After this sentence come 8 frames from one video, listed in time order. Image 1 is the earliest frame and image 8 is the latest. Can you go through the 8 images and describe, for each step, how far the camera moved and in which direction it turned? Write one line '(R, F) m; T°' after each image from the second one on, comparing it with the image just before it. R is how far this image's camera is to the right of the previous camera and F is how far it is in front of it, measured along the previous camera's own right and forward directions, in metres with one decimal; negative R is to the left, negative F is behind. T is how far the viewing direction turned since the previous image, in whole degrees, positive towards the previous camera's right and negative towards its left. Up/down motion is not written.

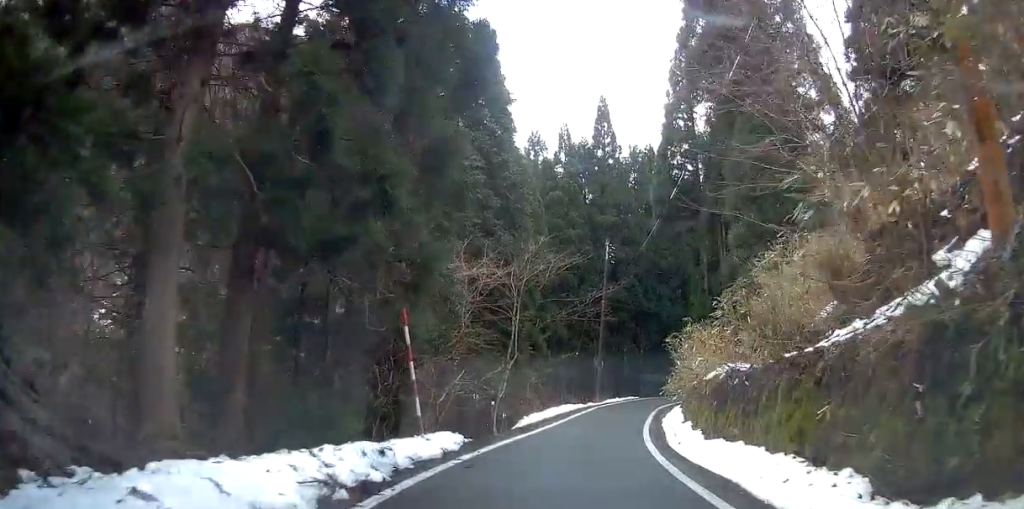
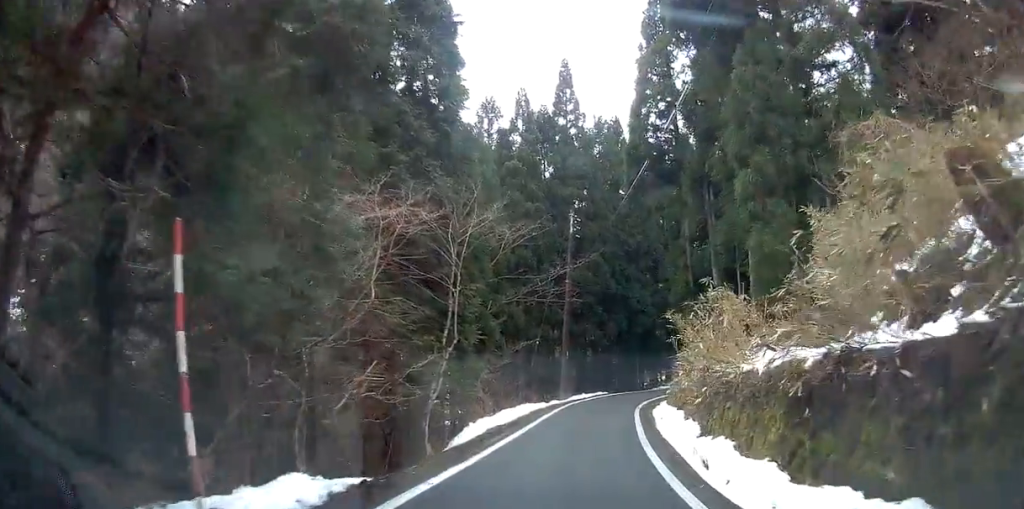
(0.0, +5.6) m; +6°
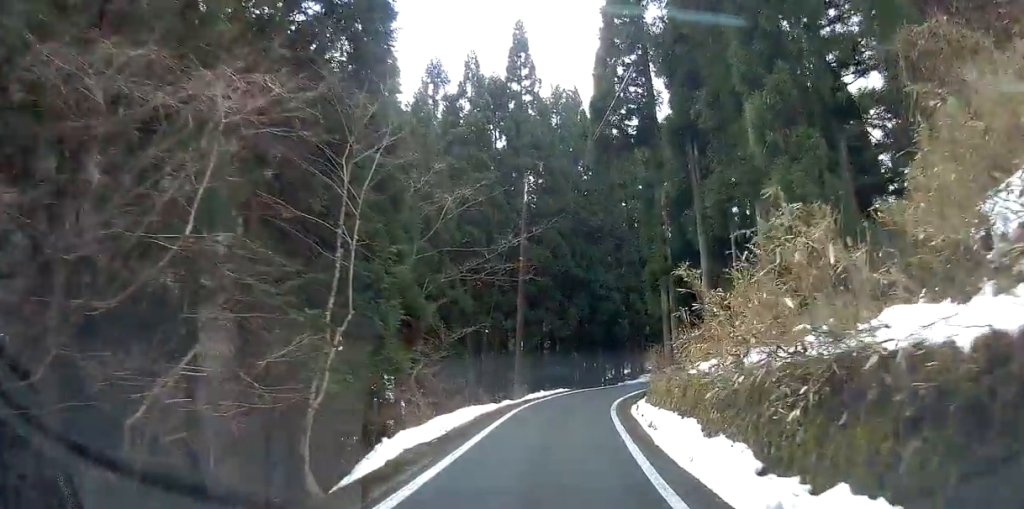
(+0.6, +4.9) m; +3°
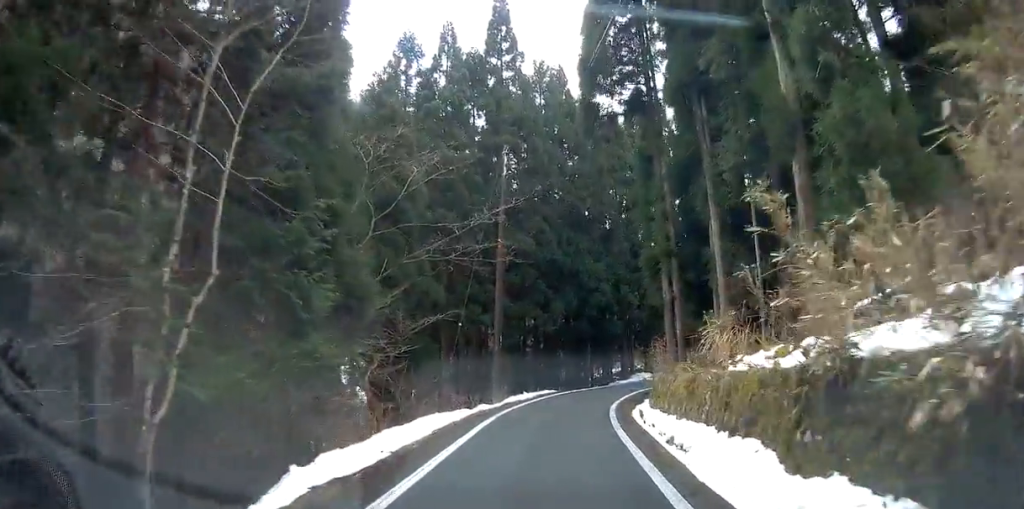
(0.0, +3.7) m; 0°
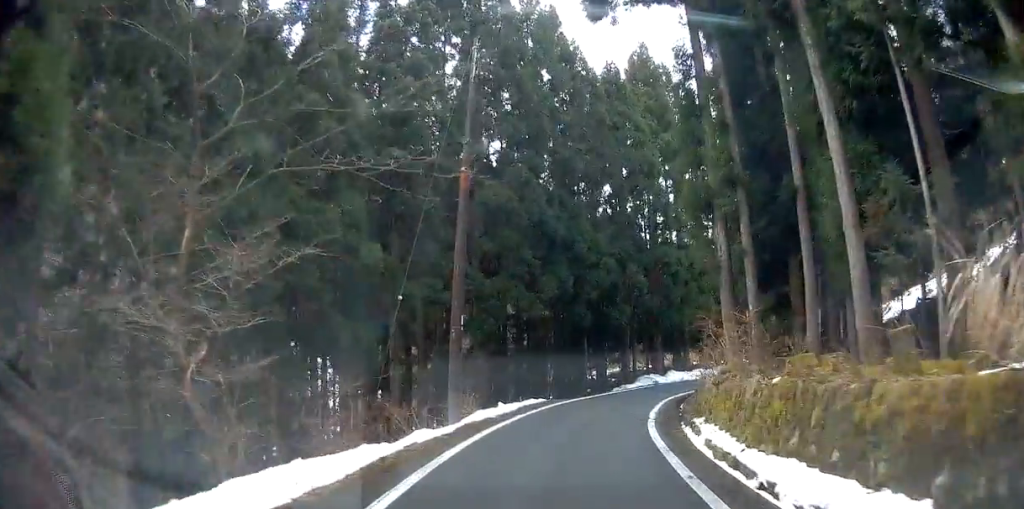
(-0.2, +9.0) m; +2°
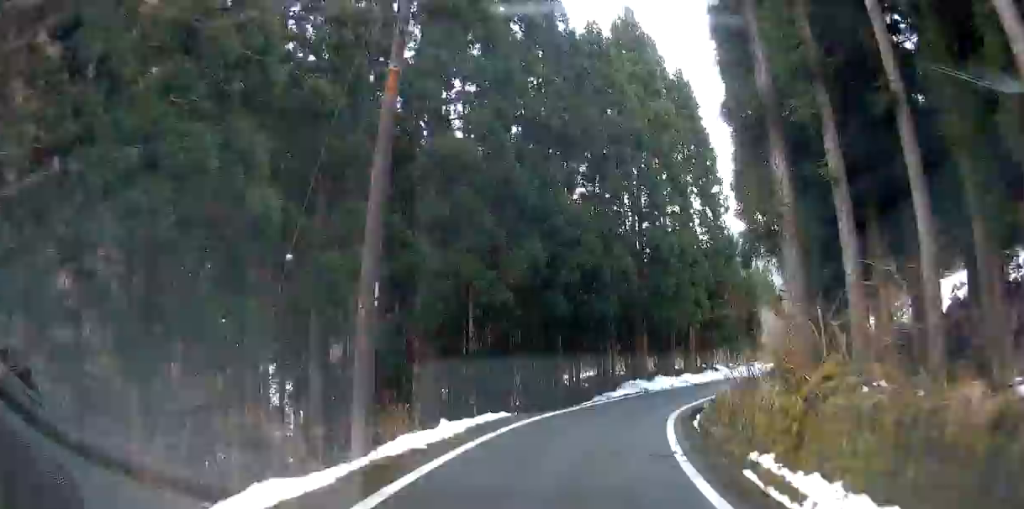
(+0.1, +6.3) m; +5°
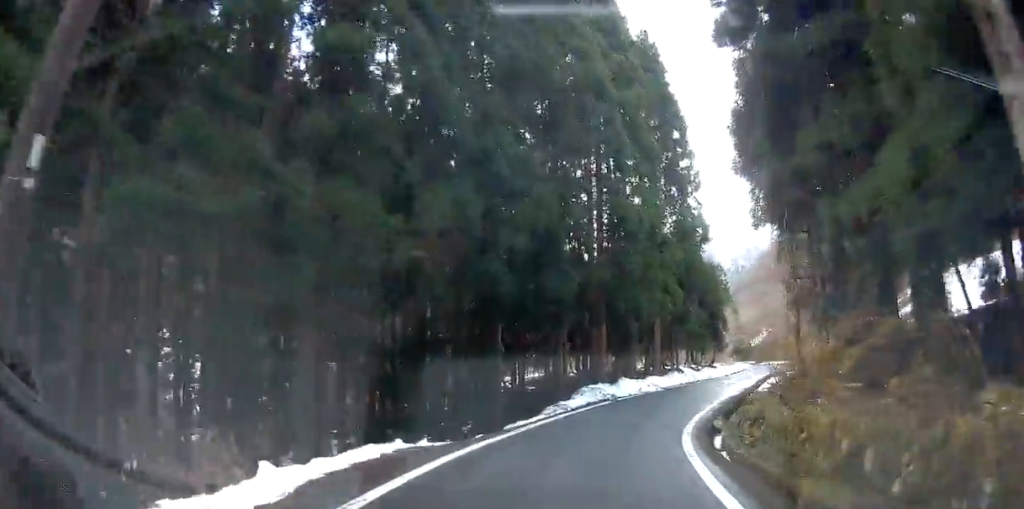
(+0.5, +7.2) m; +4°
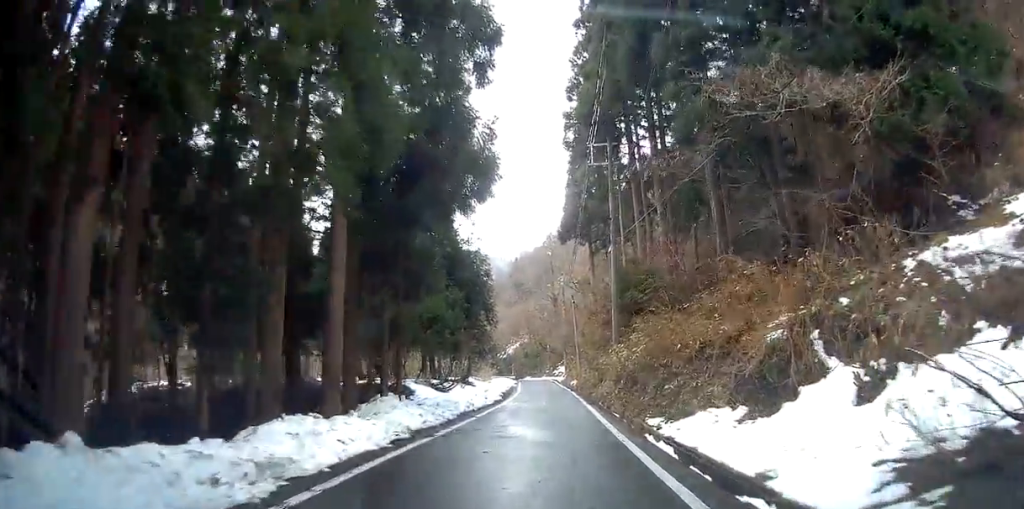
(+2.8, +25.7) m; +15°
